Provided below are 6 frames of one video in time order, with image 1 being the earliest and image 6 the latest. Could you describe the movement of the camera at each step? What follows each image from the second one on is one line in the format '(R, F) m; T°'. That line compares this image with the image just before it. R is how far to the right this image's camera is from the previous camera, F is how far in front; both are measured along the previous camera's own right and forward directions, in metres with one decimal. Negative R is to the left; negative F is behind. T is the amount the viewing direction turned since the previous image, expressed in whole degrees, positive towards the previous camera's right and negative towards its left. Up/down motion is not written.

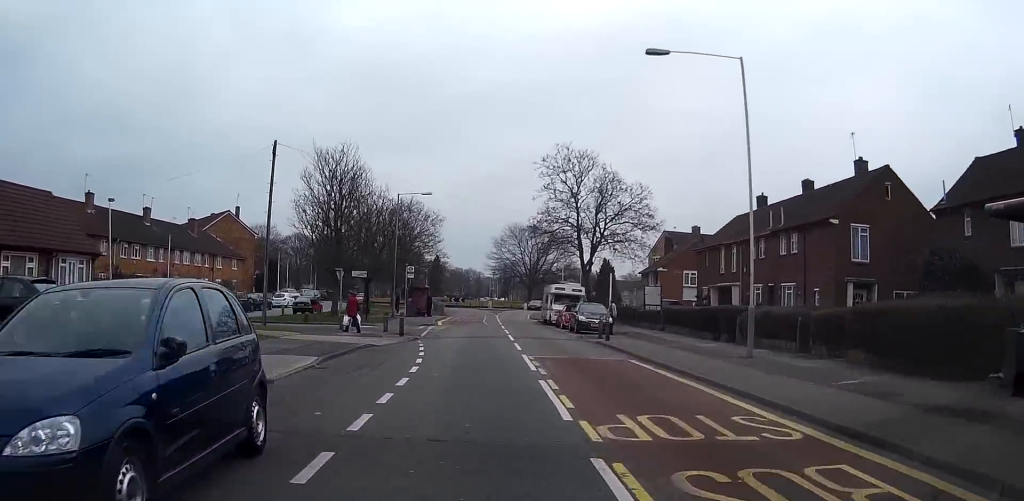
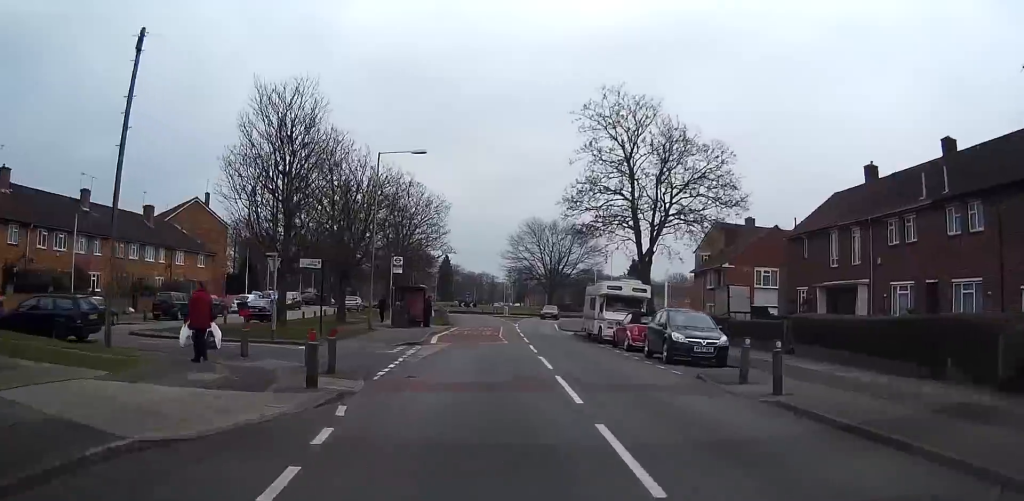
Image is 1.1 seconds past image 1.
(-0.1, +15.0) m; -1°
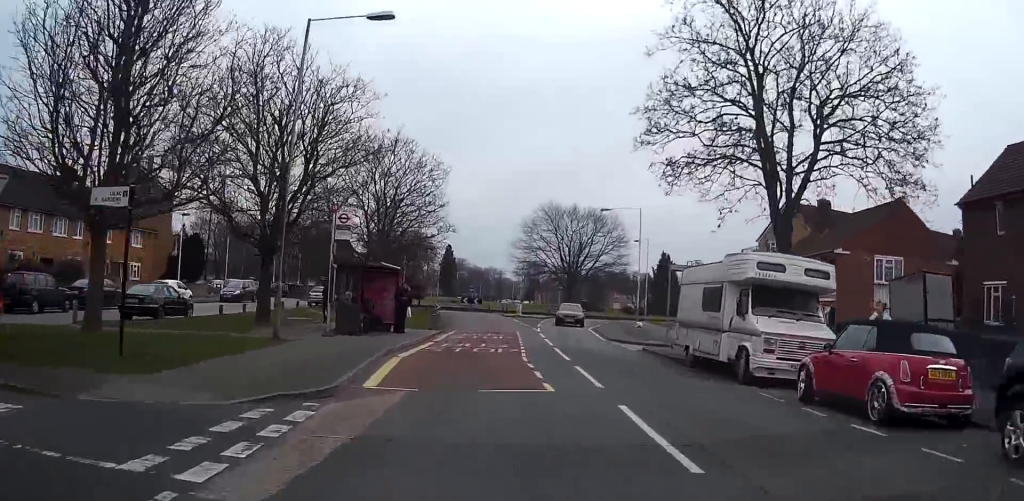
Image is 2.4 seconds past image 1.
(-0.1, +16.4) m; 0°
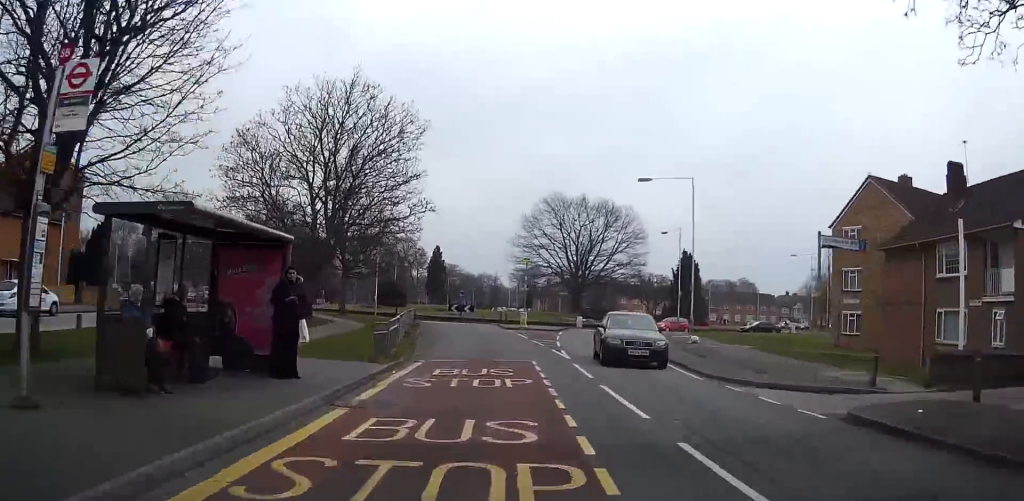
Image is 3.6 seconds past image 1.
(+0.1, +15.0) m; 0°
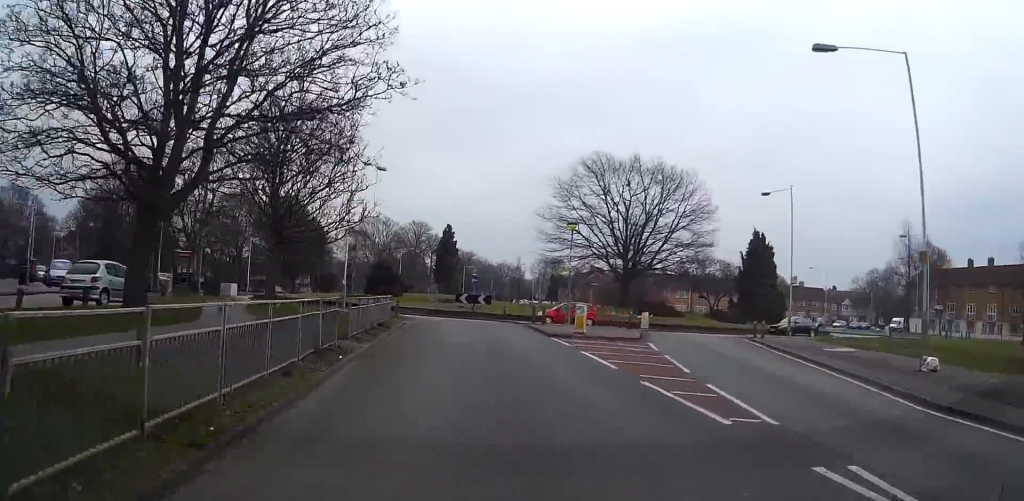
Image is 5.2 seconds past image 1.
(-0.1, +19.7) m; -1°
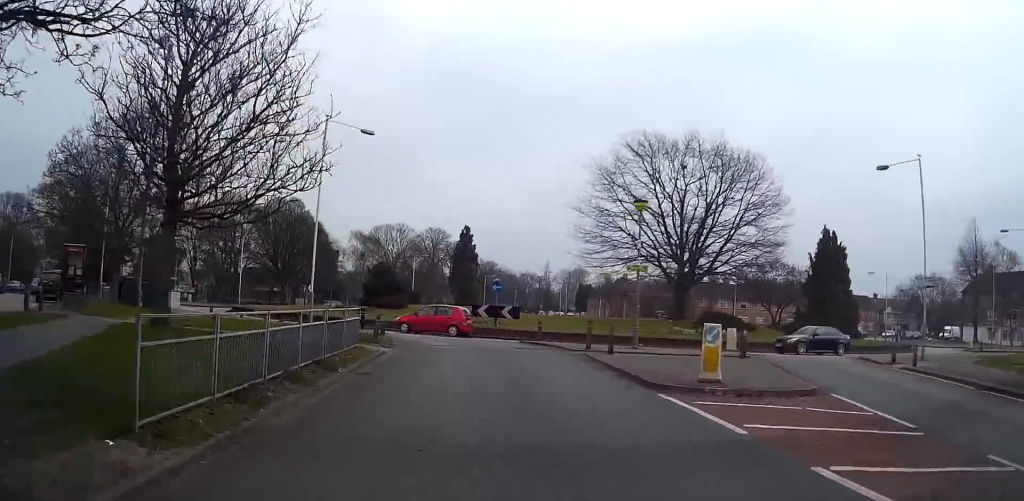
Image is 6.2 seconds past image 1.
(-0.1, +11.8) m; -2°
